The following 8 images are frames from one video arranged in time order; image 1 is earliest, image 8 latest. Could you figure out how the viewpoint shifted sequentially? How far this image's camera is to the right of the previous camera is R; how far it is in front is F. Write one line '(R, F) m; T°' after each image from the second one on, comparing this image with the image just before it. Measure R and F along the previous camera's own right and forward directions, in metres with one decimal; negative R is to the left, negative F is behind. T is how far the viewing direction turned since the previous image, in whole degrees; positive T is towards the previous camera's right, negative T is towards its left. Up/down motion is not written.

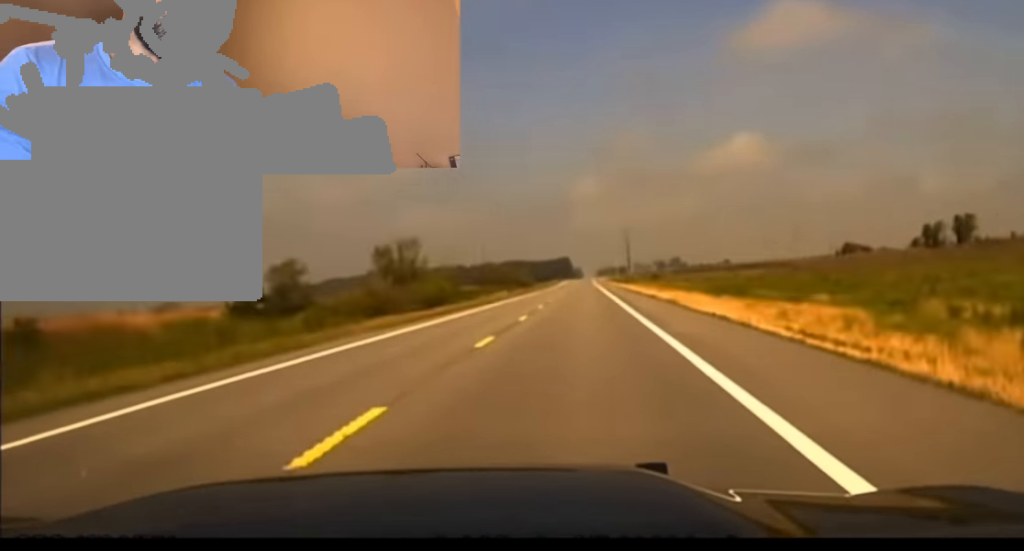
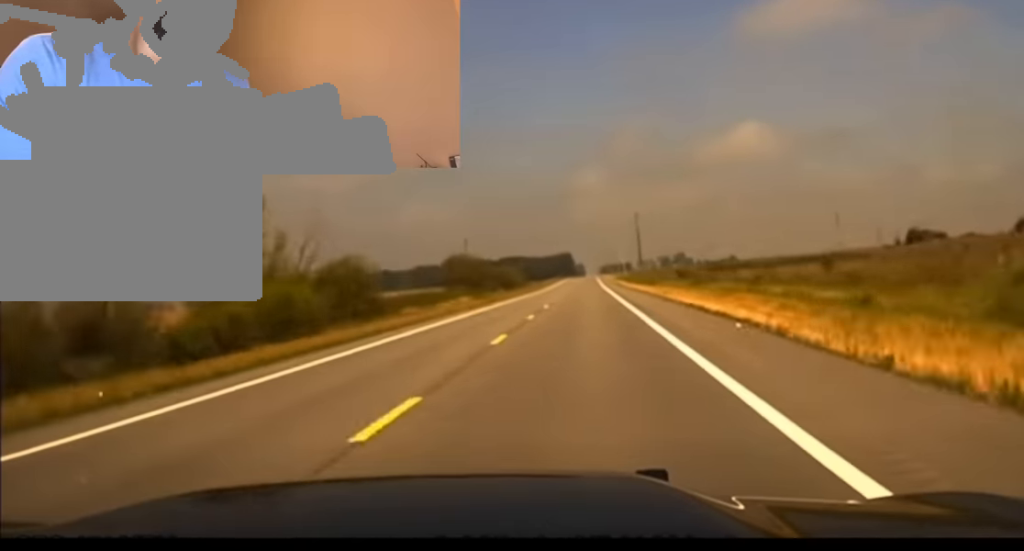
(-0.3, +47.6) m; 0°
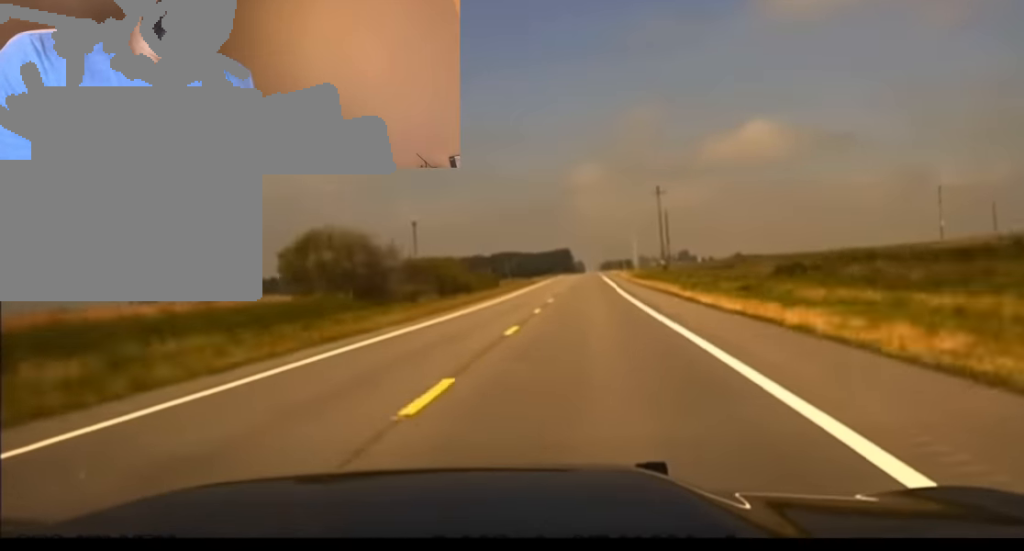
(-0.3, +72.6) m; 0°
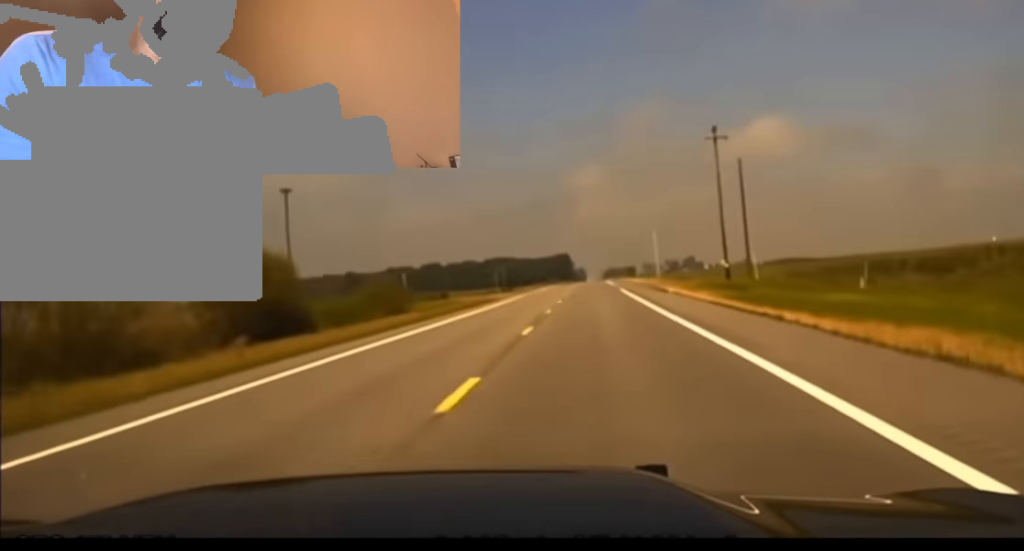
(+0.4, +73.0) m; 0°
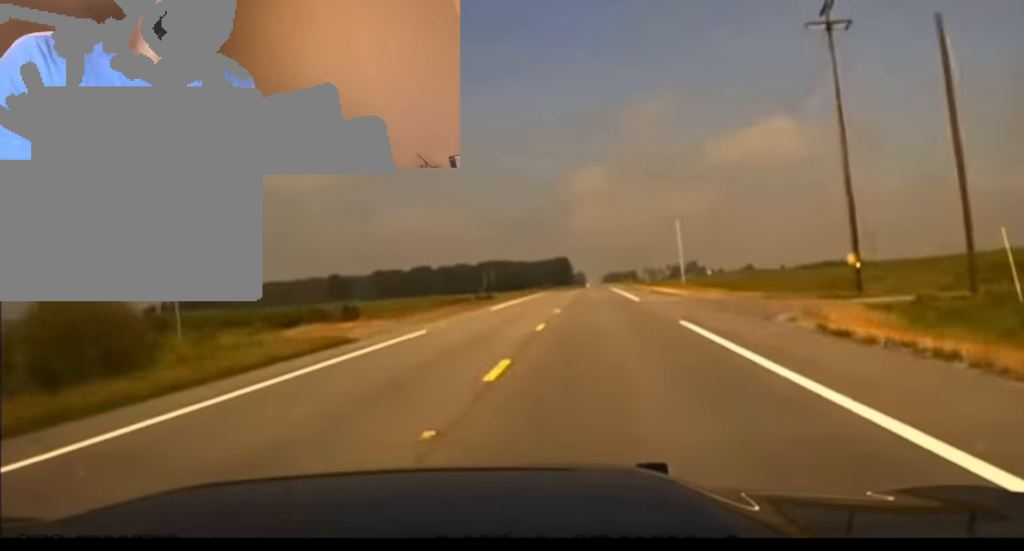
(+0.1, +45.8) m; 0°
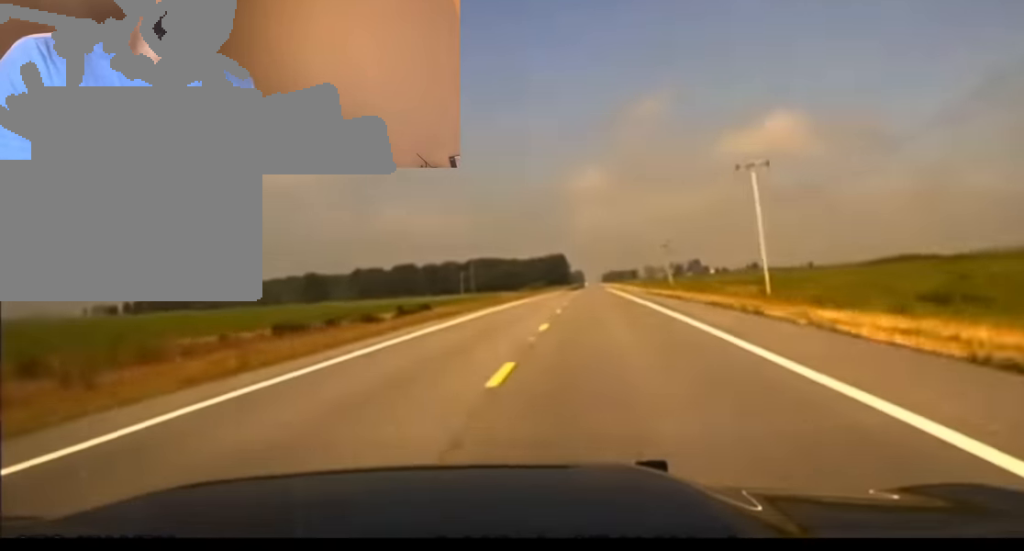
(0.0, +61.9) m; 0°
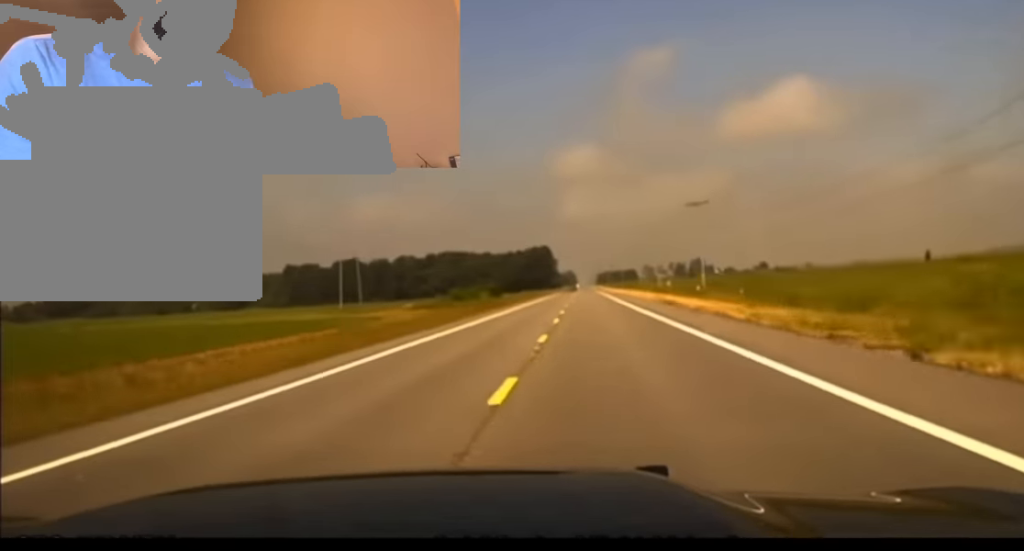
(+0.1, +147.2) m; 0°
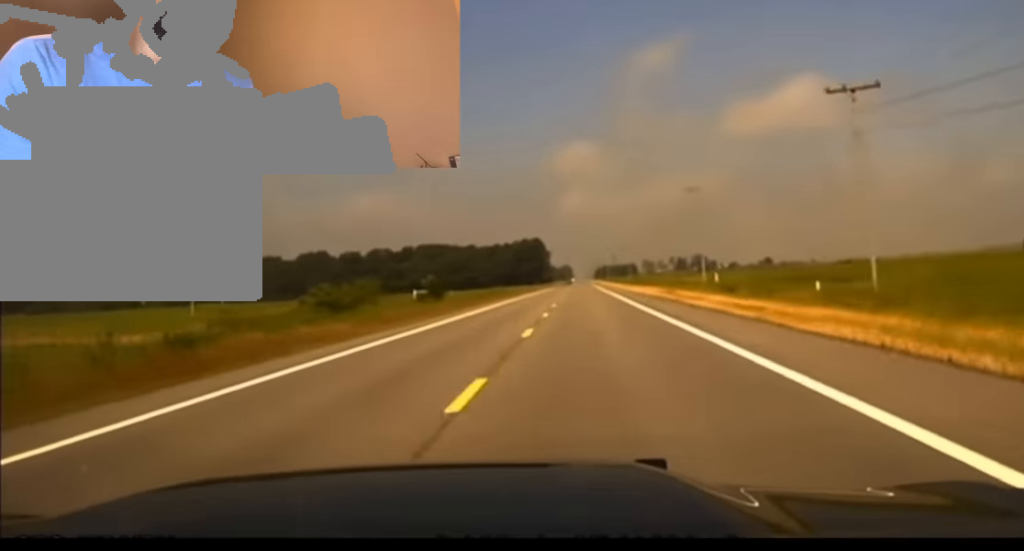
(+0.1, +62.4) m; 0°
